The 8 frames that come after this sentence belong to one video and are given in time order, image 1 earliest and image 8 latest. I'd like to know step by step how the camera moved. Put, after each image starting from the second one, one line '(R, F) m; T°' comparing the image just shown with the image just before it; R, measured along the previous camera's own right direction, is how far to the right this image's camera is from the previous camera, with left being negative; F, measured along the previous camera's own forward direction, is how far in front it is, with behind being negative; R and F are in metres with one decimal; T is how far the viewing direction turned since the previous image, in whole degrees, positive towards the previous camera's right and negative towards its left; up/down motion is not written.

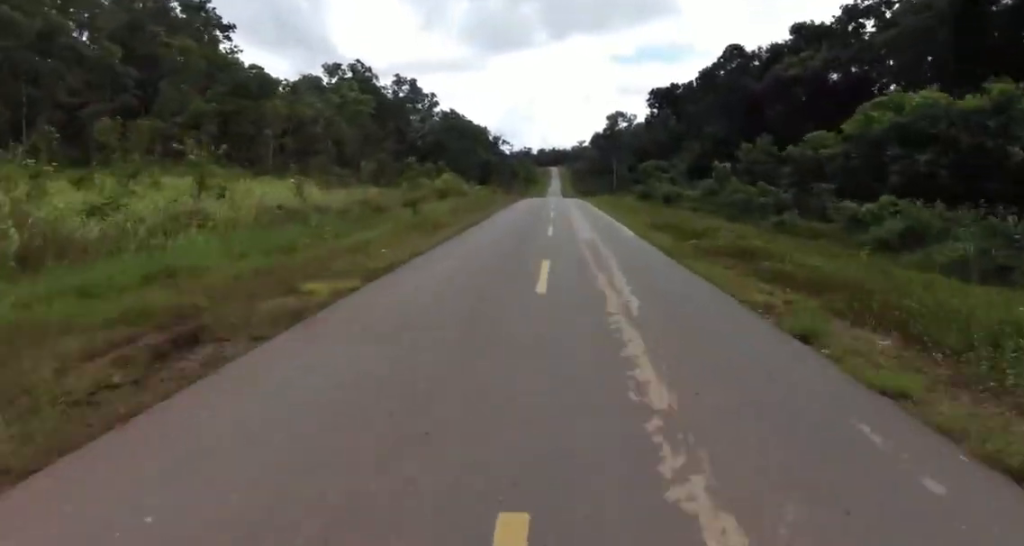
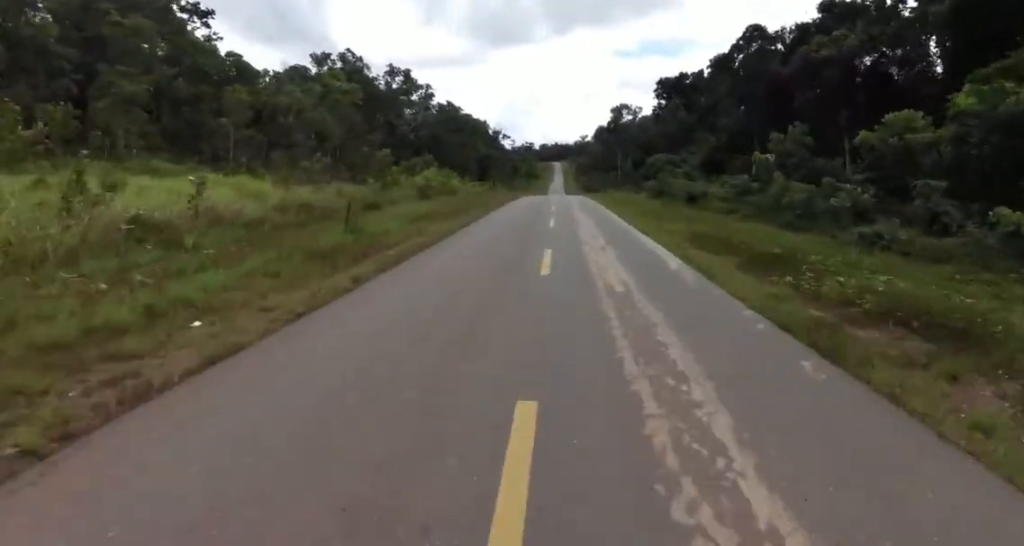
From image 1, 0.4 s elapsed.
(0.0, +8.2) m; 0°
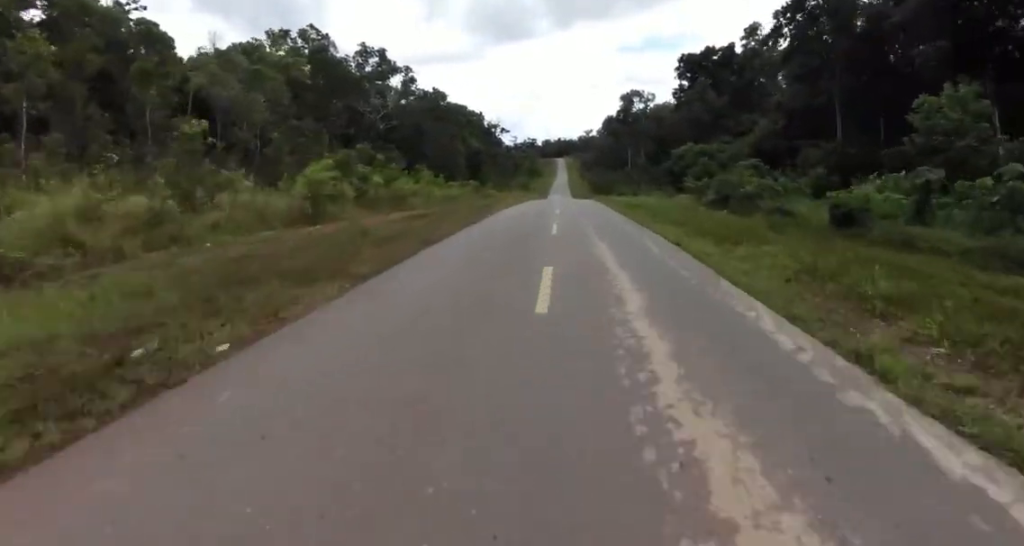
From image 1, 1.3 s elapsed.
(+0.1, +18.9) m; -1°
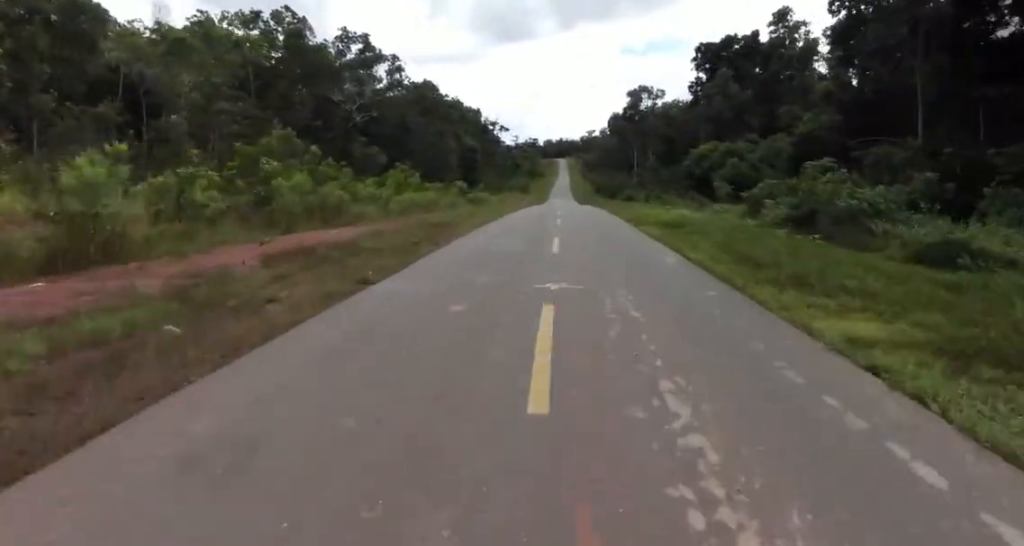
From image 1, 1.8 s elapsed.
(+0.3, +11.4) m; -1°
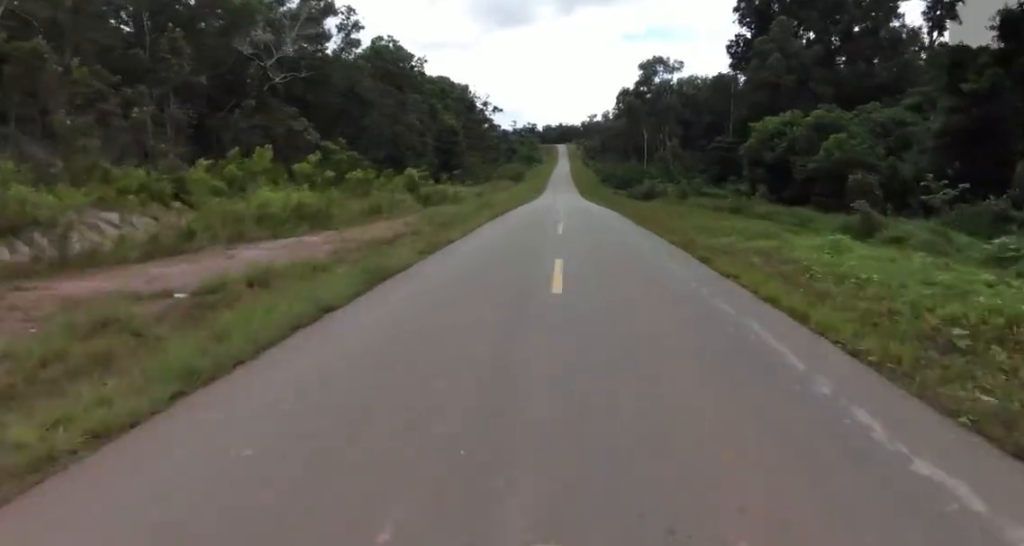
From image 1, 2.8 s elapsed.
(-1.2, +21.3) m; +2°
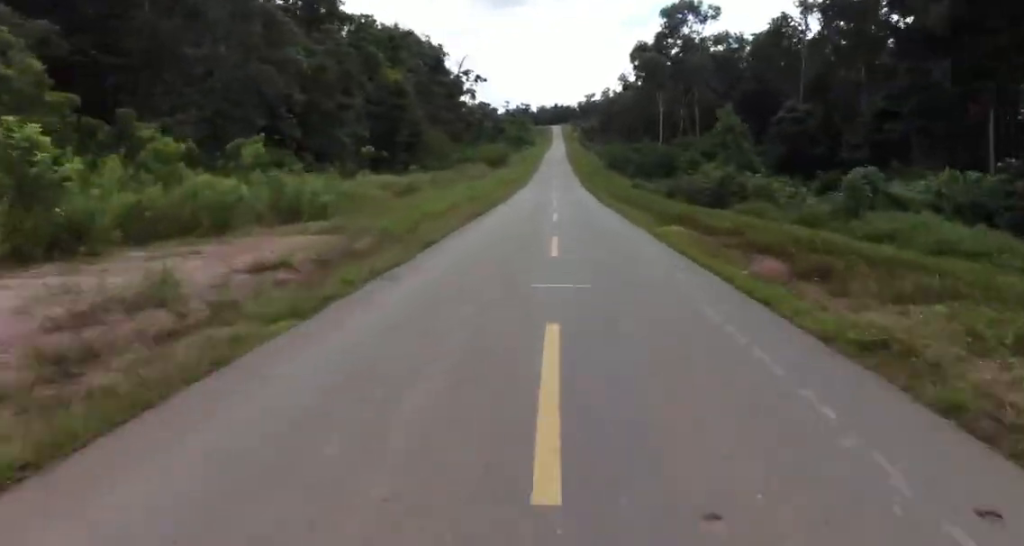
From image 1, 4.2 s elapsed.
(+1.0, +31.8) m; -1°
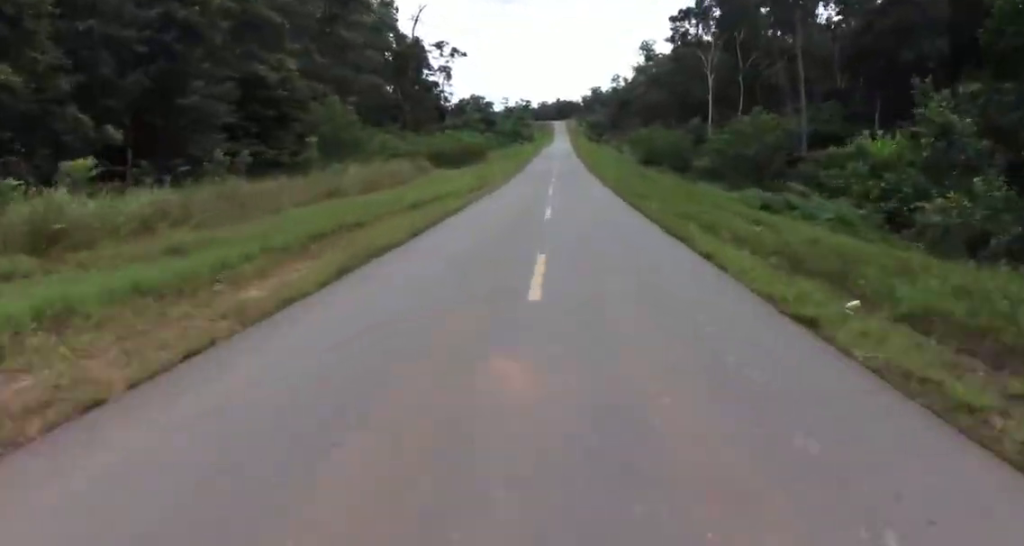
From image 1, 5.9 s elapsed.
(-1.0, +38.6) m; -2°
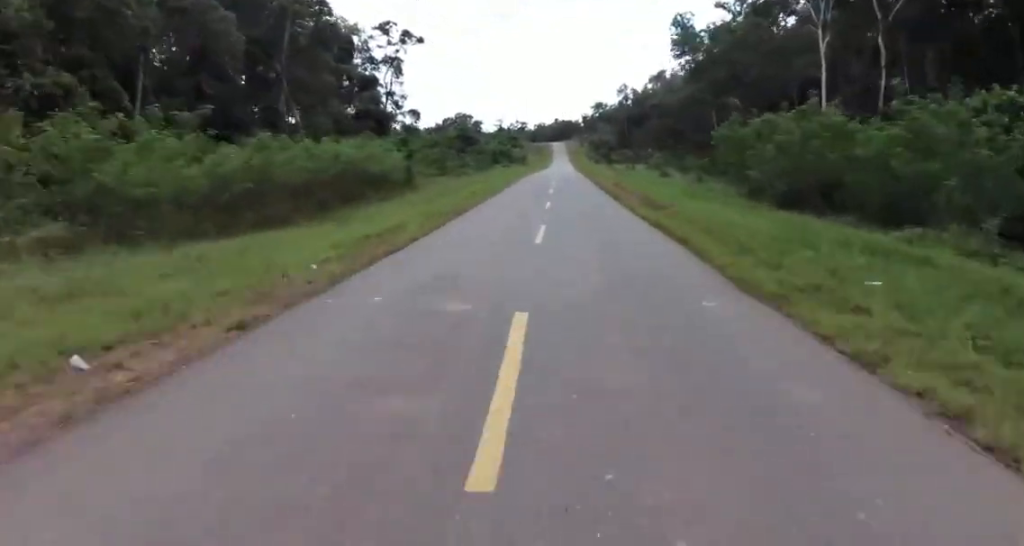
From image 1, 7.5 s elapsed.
(-1.1, +36.0) m; 0°
